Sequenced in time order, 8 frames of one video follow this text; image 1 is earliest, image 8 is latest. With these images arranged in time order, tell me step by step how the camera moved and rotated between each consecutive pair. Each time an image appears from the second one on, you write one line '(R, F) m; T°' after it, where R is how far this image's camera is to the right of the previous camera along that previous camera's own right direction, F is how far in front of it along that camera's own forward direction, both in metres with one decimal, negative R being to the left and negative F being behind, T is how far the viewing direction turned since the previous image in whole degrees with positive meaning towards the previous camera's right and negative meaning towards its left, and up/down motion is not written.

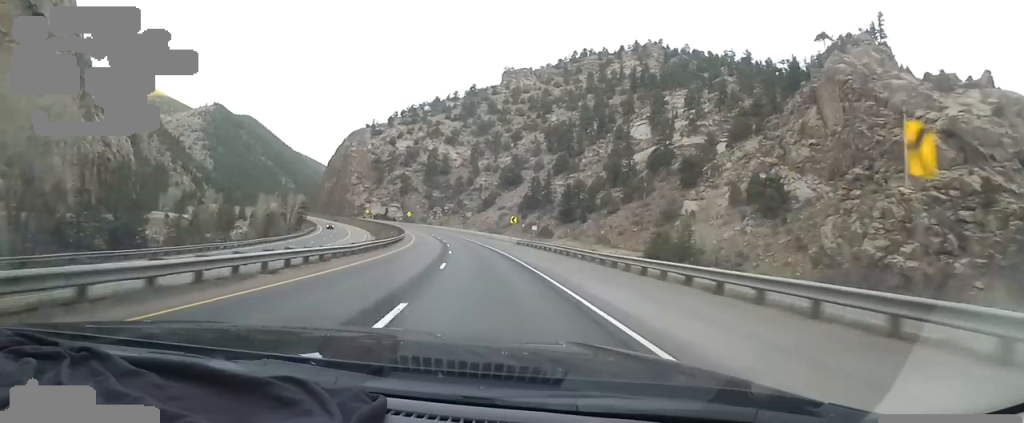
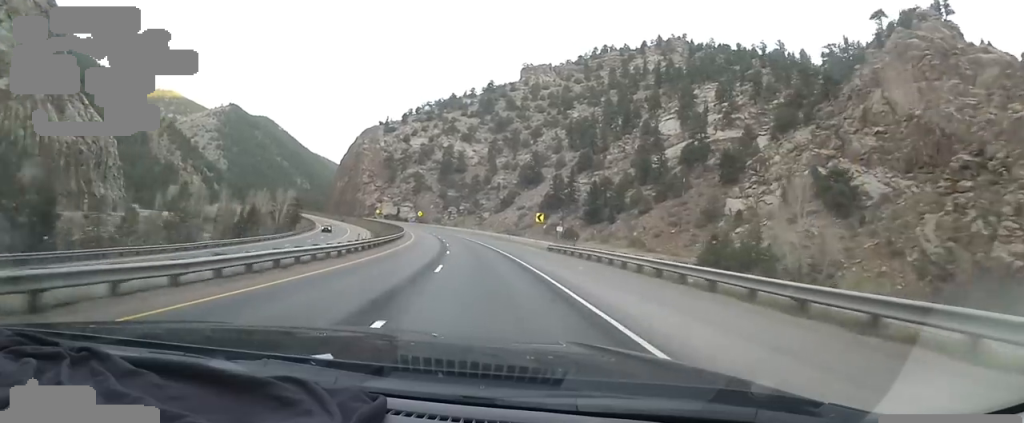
(-0.3, +14.5) m; -3°
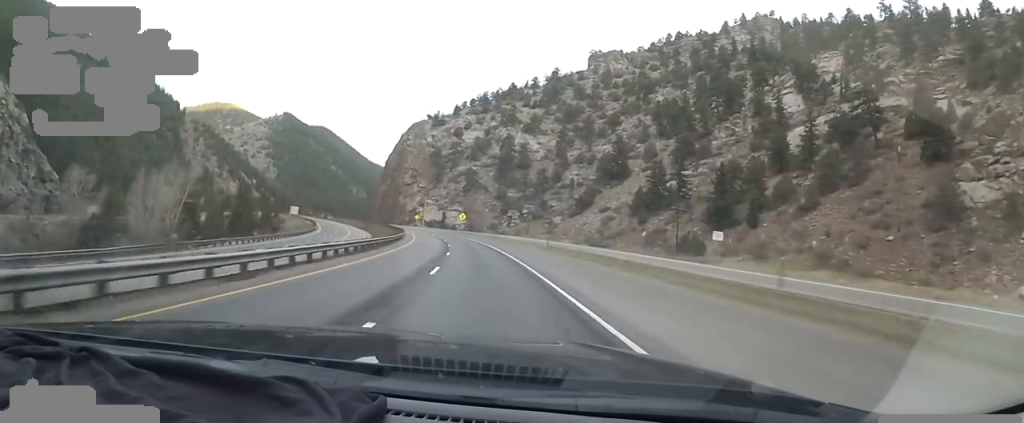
(-3.5, +48.7) m; -7°
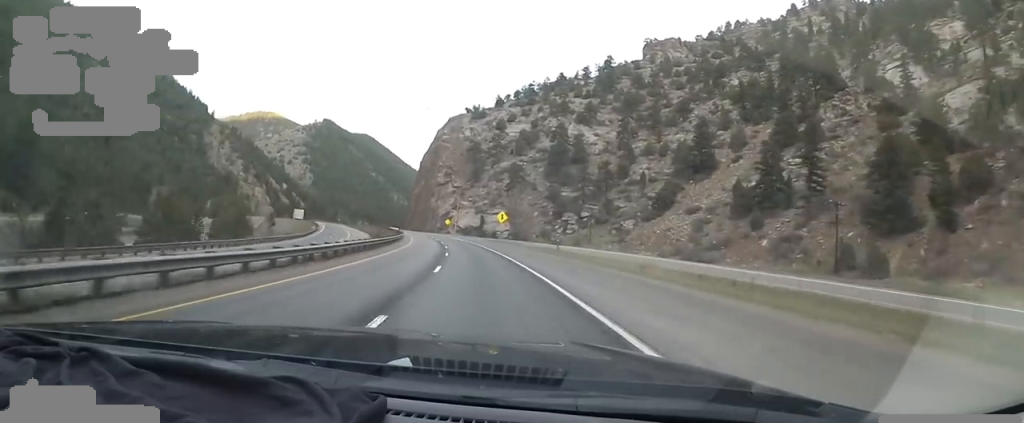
(-0.9, +35.4) m; -6°
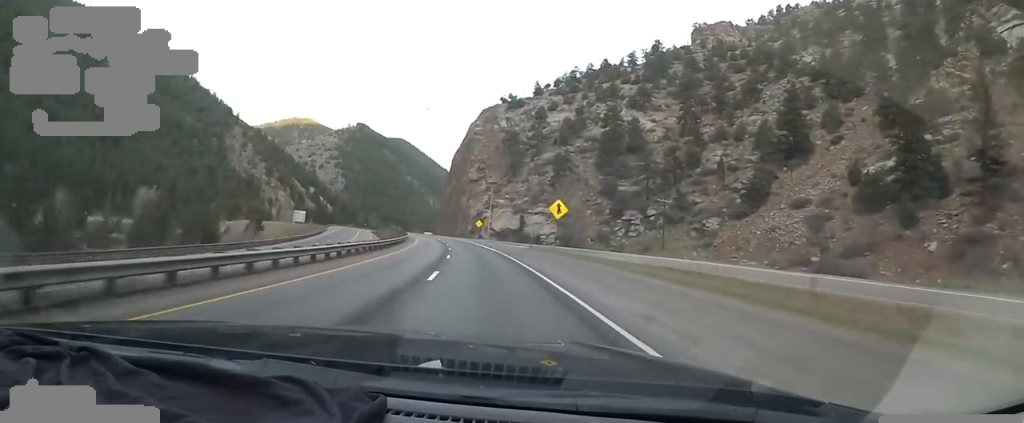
(-1.4, +27.0) m; -7°
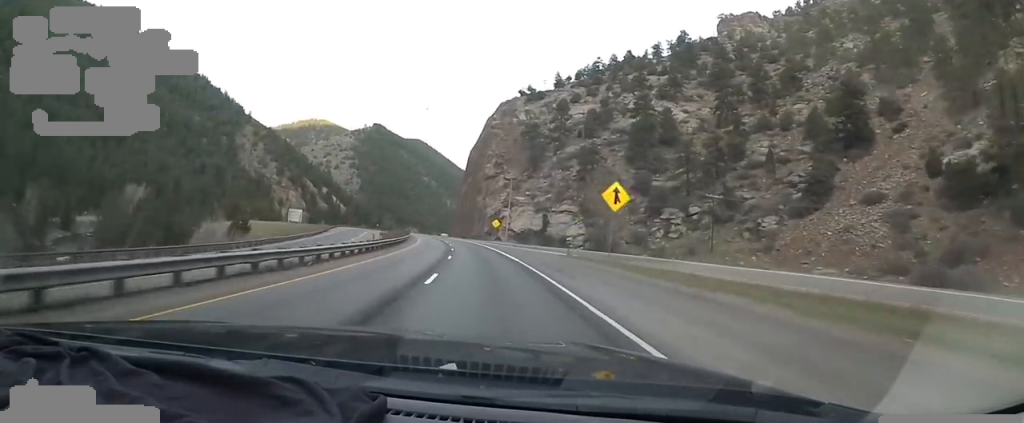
(-1.0, +13.5) m; -2°
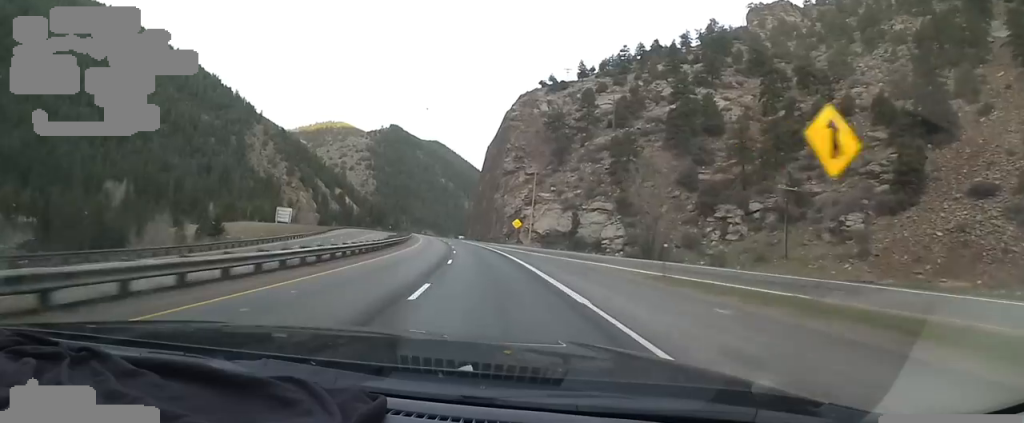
(-0.5, +15.6) m; -3°
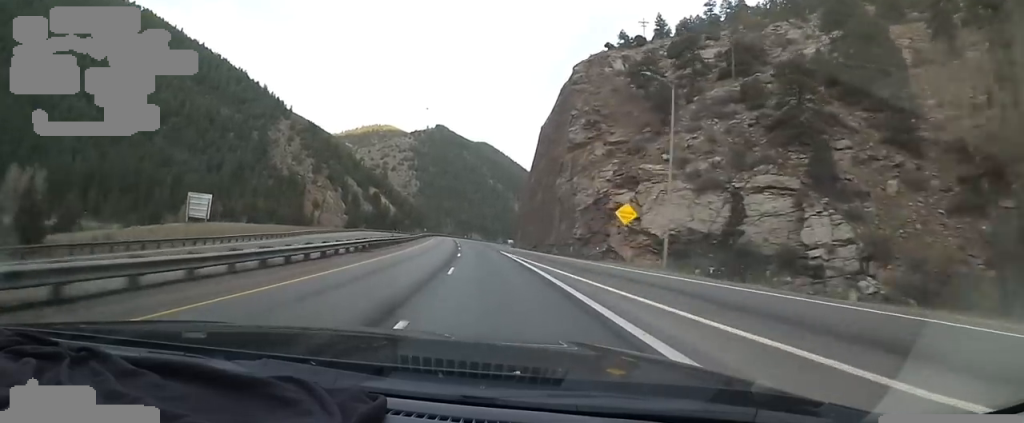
(-2.6, +42.4) m; -6°
